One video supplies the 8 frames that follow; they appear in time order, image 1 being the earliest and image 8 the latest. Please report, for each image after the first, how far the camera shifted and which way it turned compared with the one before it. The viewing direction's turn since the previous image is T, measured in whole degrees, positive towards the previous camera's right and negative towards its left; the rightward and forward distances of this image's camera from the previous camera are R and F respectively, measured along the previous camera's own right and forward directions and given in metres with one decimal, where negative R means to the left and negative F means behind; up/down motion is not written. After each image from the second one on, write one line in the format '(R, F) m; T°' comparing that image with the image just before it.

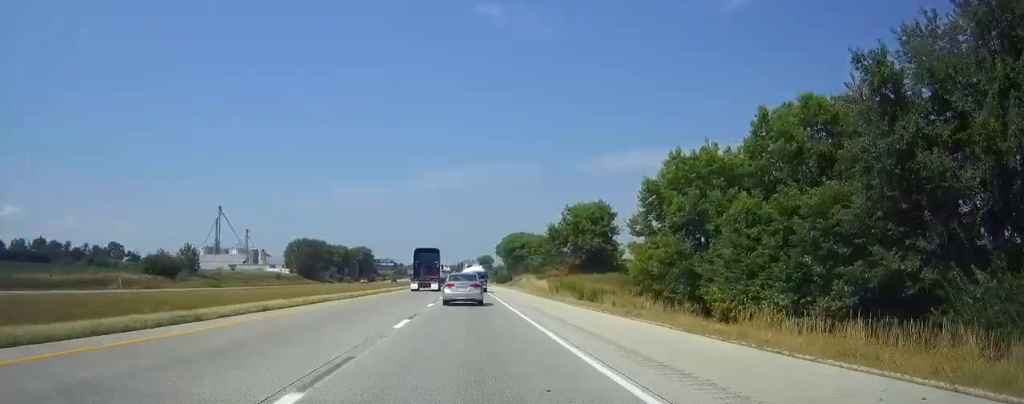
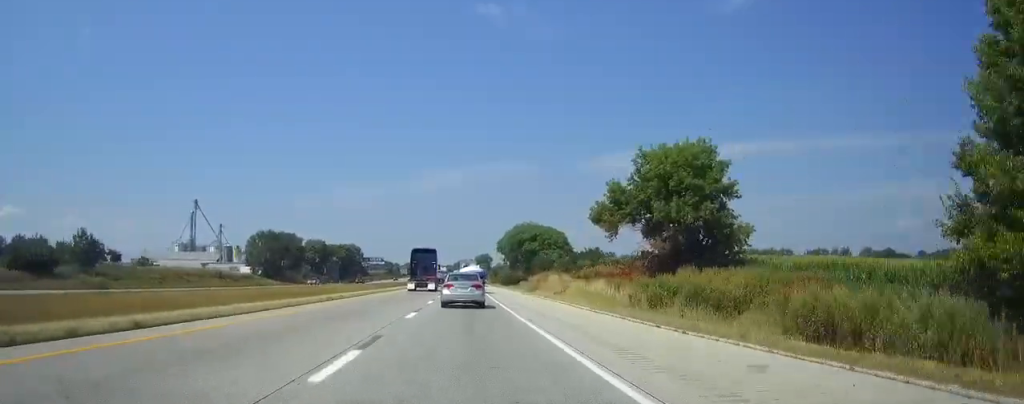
(0.0, +33.0) m; 0°
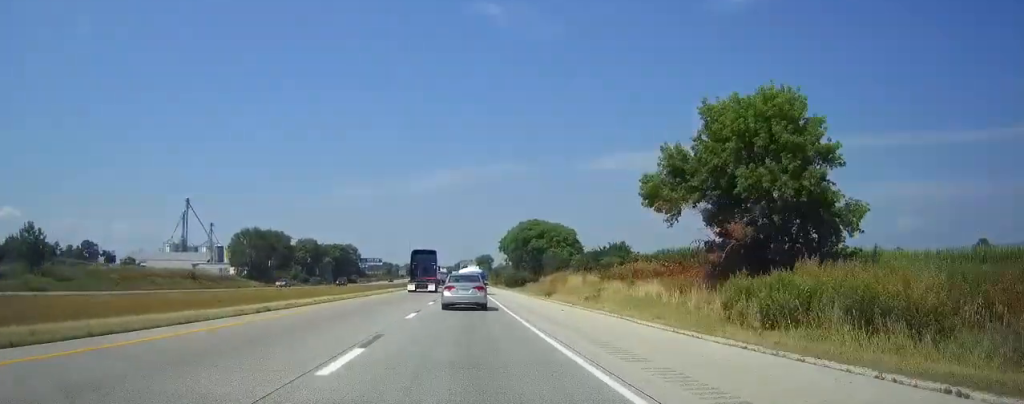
(0.0, +11.9) m; 0°
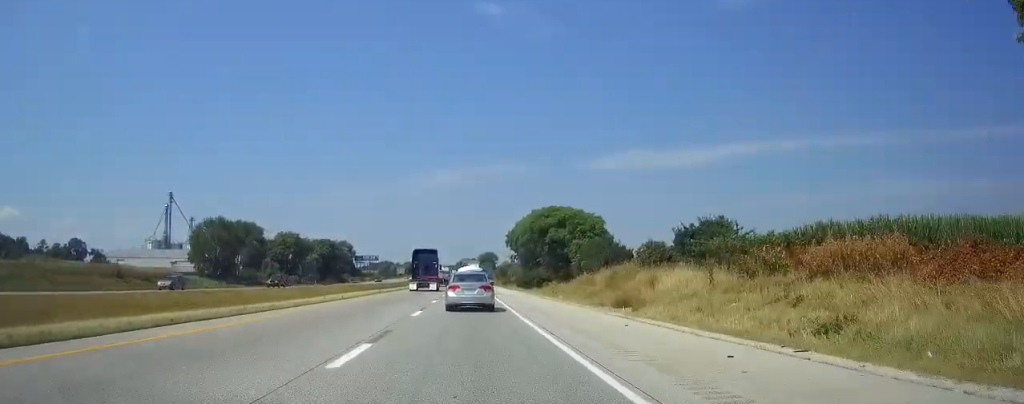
(0.0, +23.7) m; 0°
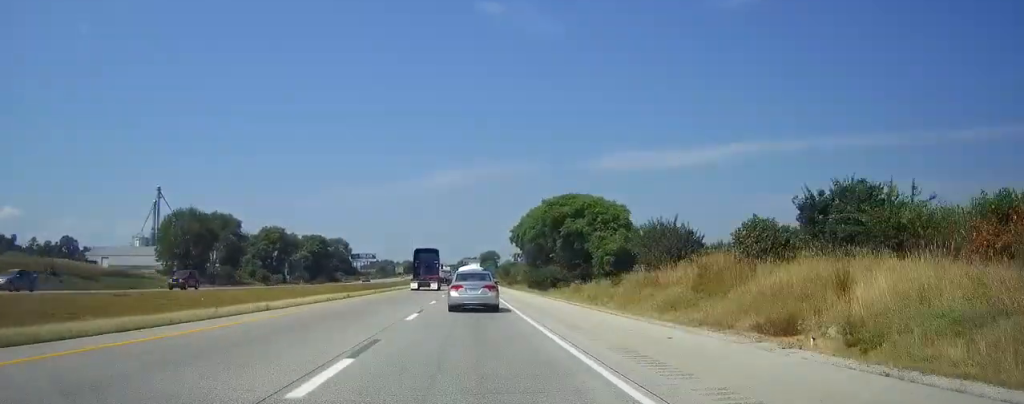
(0.0, +14.7) m; 0°
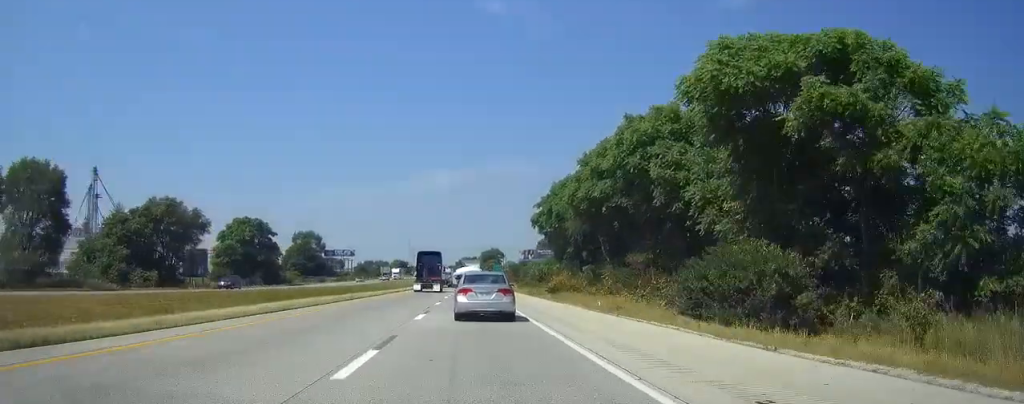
(0.0, +59.6) m; 0°
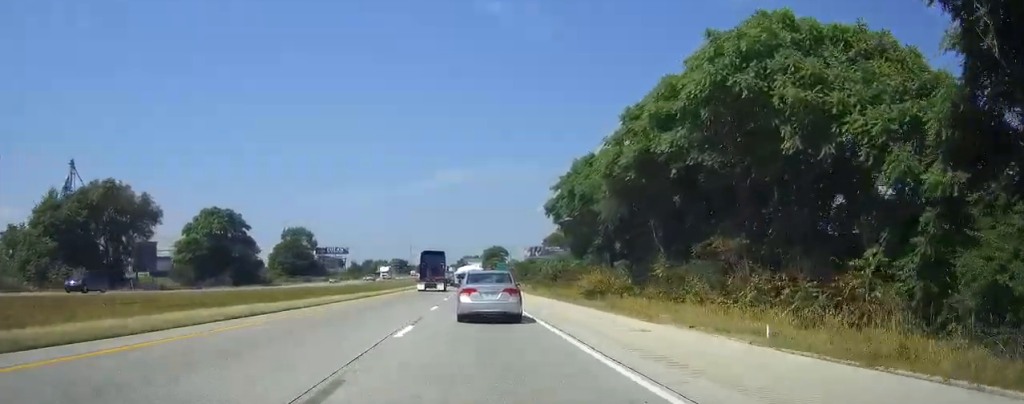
(-0.1, +18.7) m; 0°
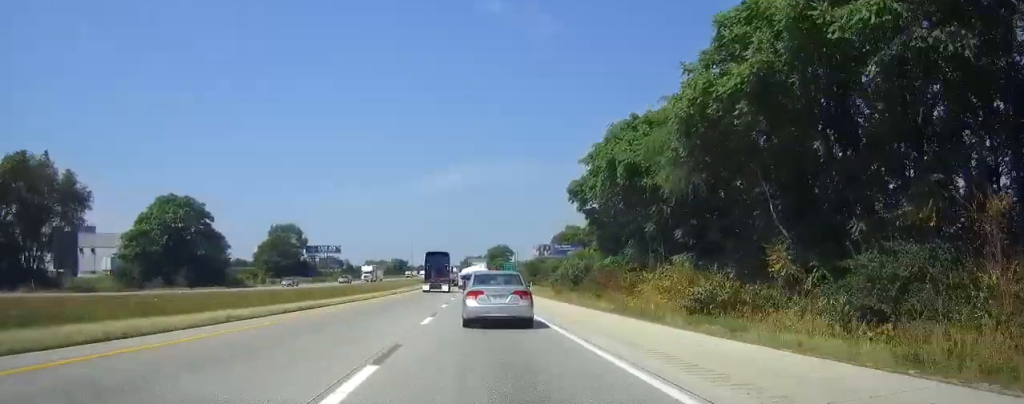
(0.0, +19.8) m; 0°
